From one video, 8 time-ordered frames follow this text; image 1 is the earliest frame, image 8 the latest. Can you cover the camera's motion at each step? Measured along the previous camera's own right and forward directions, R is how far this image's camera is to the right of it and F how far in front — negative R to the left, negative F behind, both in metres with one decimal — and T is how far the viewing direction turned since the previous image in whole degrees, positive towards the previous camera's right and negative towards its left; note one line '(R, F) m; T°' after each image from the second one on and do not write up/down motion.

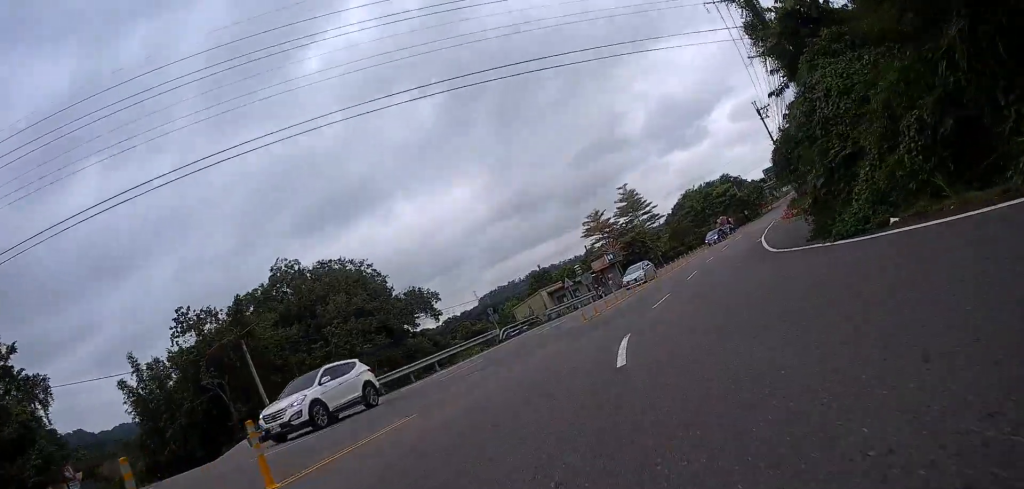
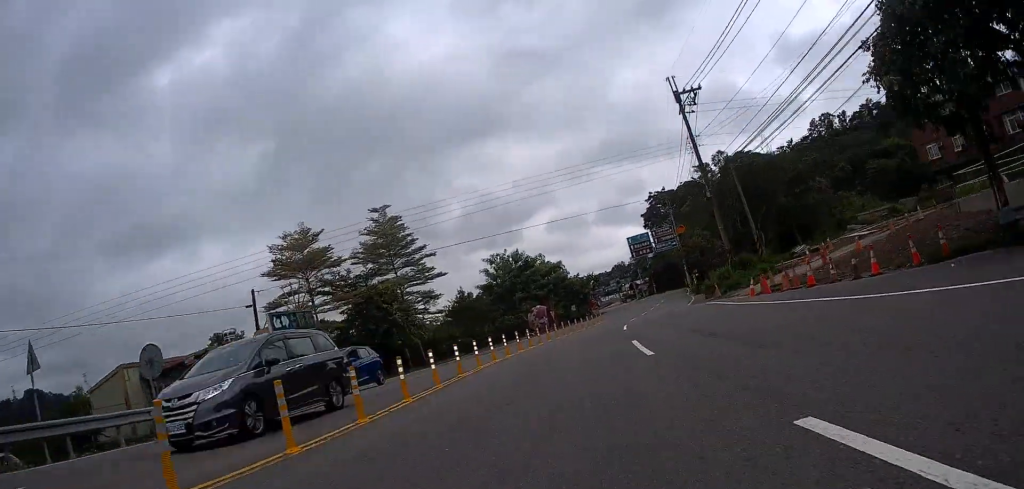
(+8.7, +44.3) m; +16°
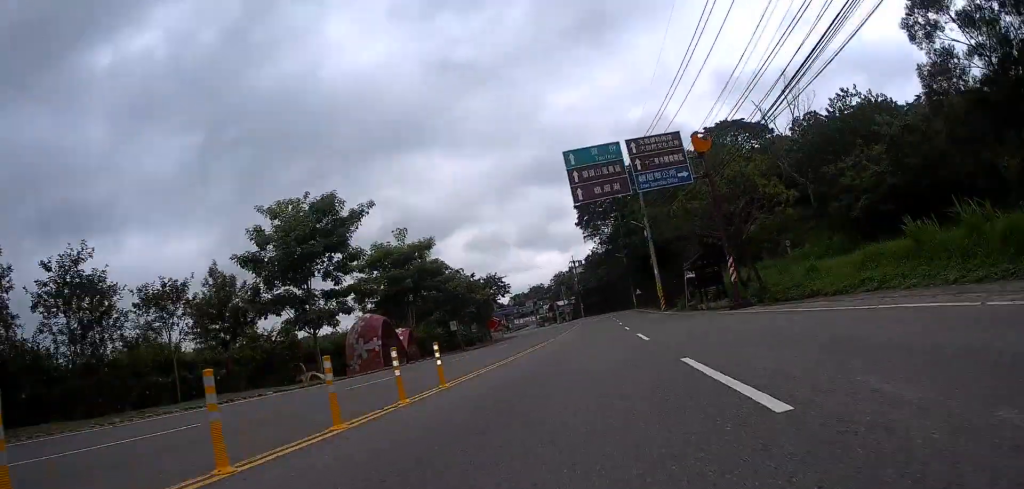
(+1.7, +37.5) m; +3°
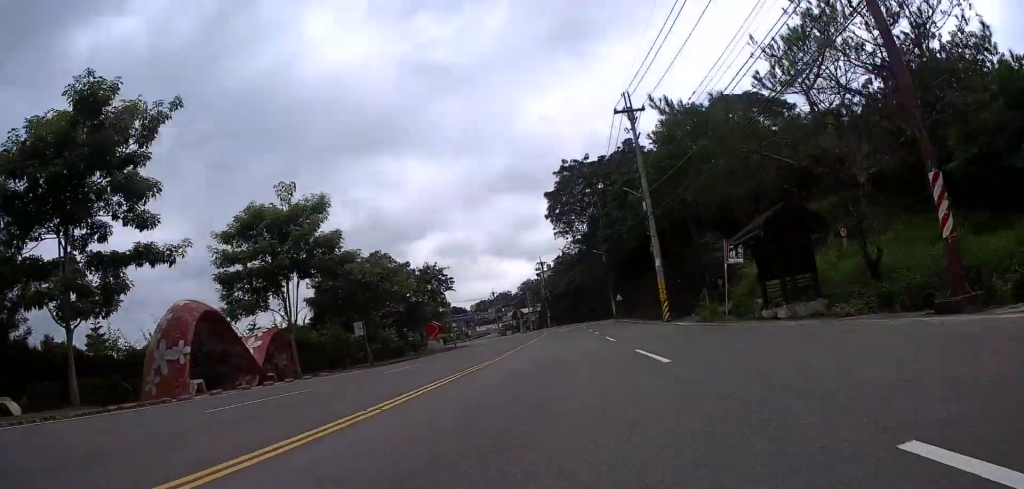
(-0.1, +16.5) m; 0°
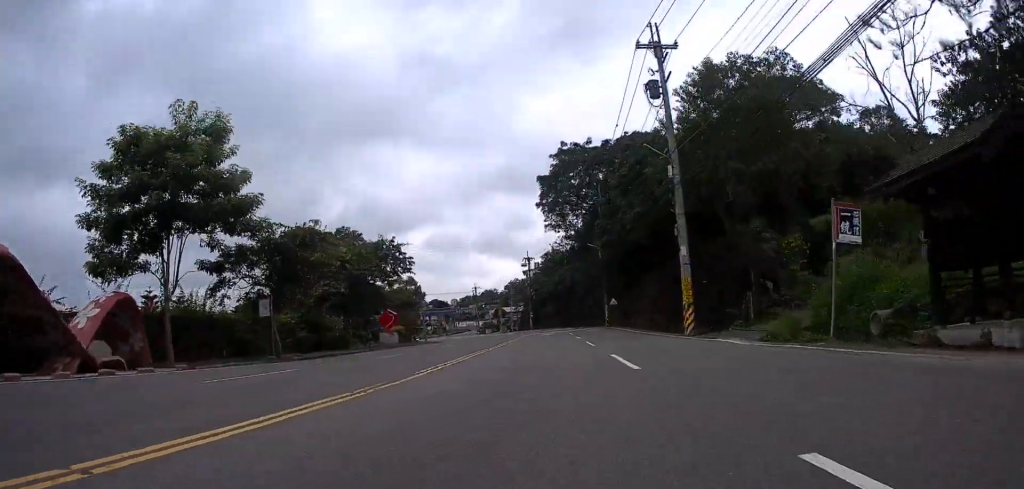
(0.0, +9.8) m; 0°
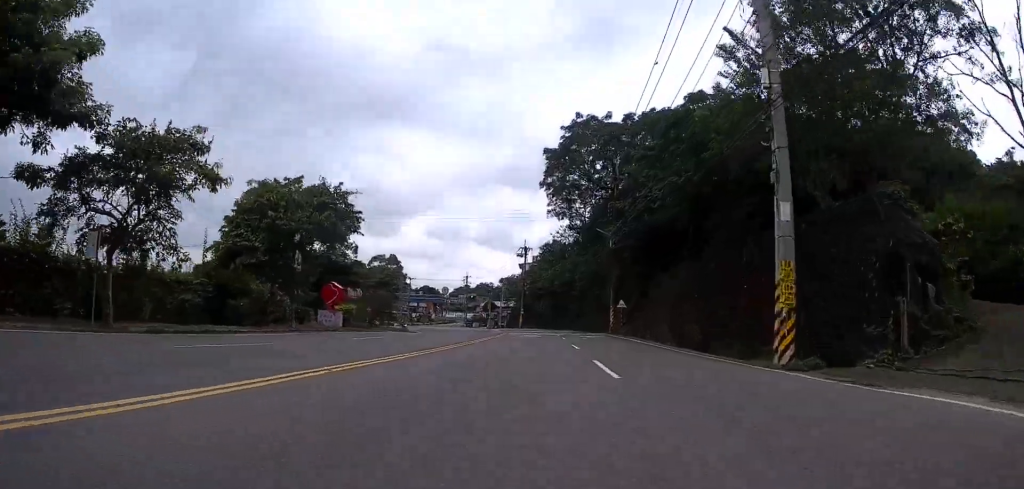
(+0.1, +10.5) m; -1°
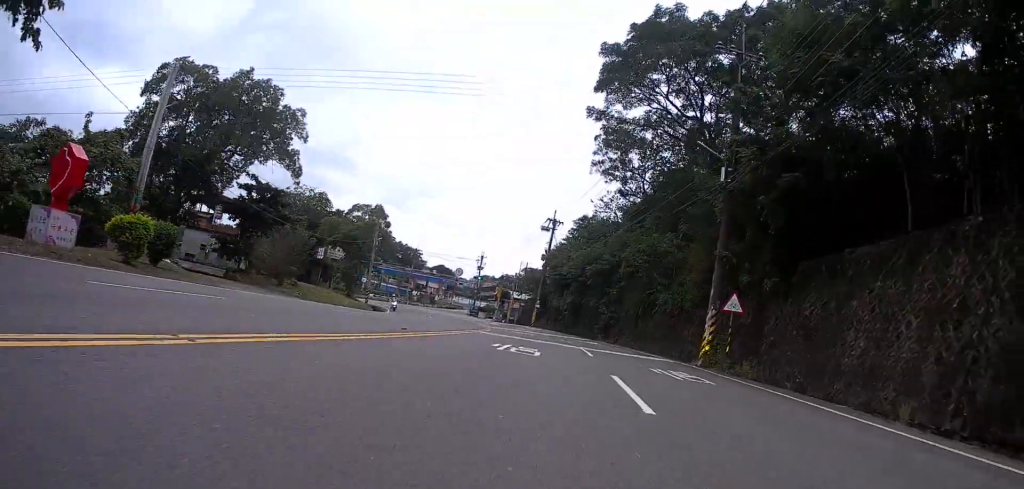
(-0.3, +20.7) m; -4°
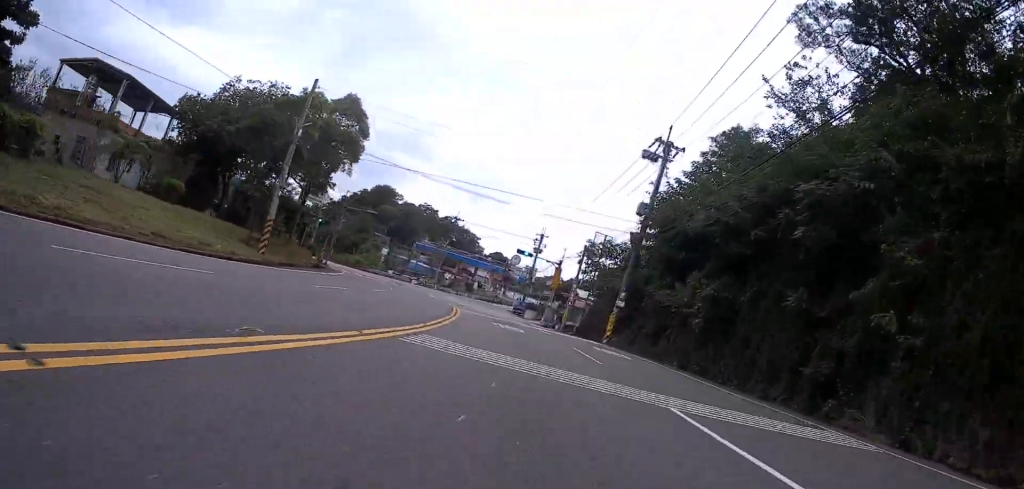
(-2.2, +27.6) m; -11°
